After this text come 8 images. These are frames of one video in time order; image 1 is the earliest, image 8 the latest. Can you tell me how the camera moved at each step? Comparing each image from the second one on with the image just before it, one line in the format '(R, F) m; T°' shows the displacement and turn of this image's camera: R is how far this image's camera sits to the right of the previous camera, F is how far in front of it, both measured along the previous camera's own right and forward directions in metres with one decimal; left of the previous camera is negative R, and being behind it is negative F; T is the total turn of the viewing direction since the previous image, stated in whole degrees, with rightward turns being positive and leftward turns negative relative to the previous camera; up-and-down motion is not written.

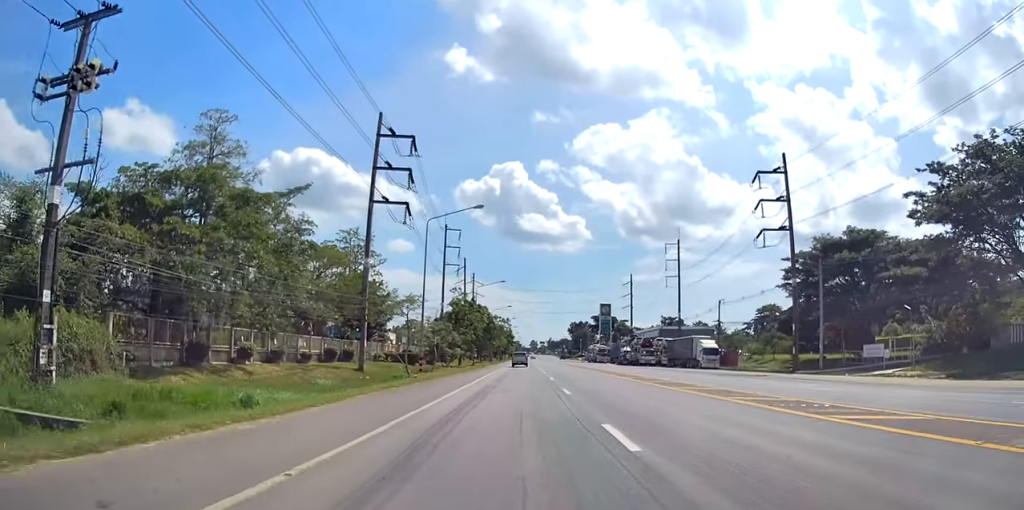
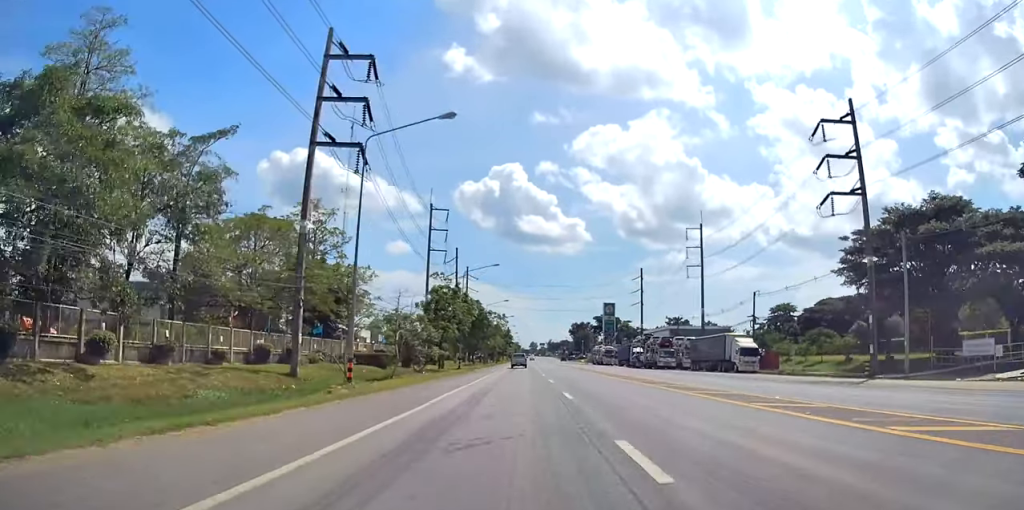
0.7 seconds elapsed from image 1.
(+0.3, +14.0) m; +1°
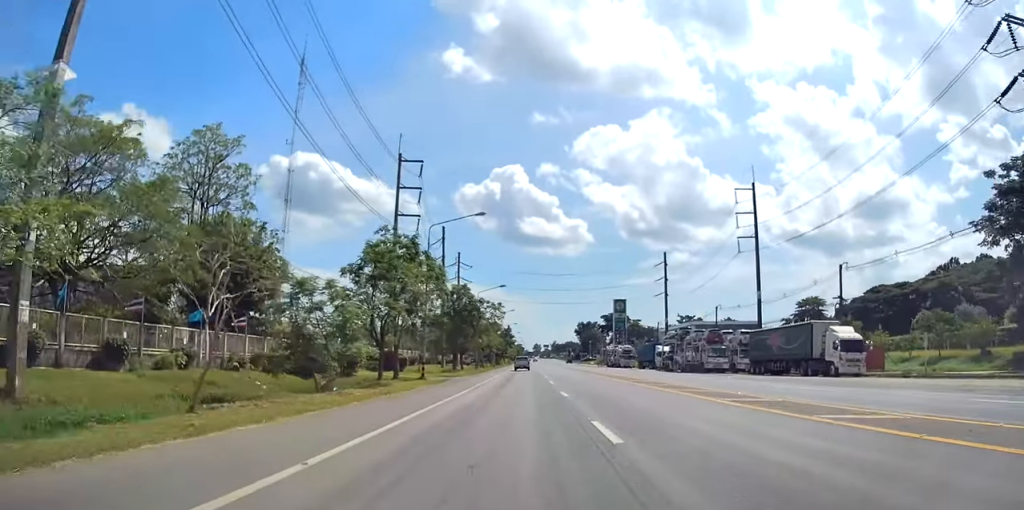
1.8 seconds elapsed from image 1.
(0.0, +21.1) m; 0°
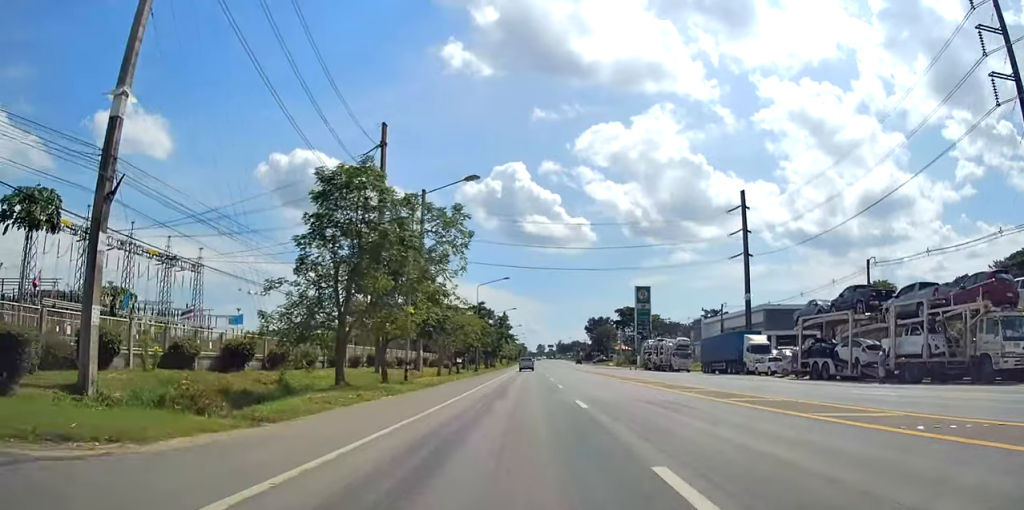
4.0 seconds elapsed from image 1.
(-0.8, +41.1) m; -1°
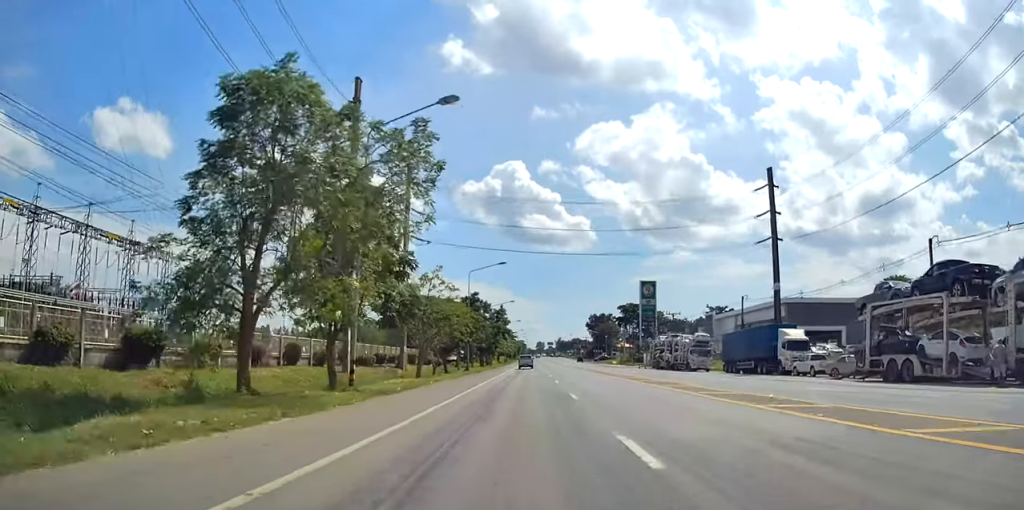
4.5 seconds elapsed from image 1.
(+0.2, +8.6) m; +1°
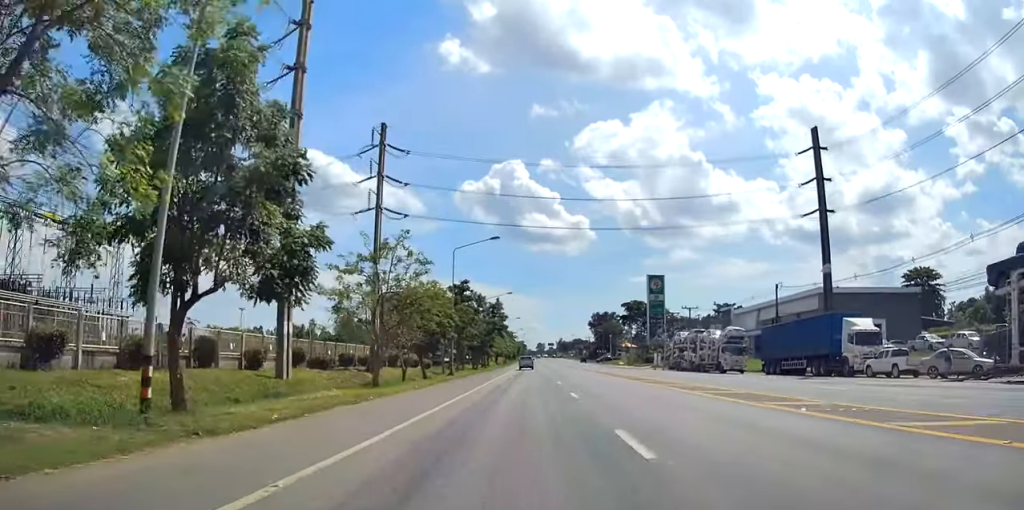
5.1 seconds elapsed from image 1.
(+0.1, +11.4) m; 0°
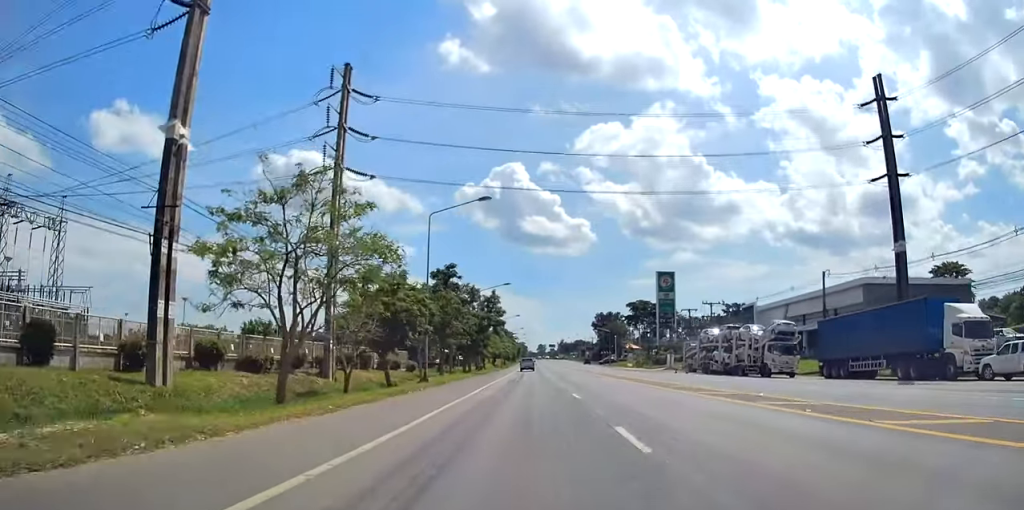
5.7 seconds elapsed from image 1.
(+0.1, +11.6) m; -1°
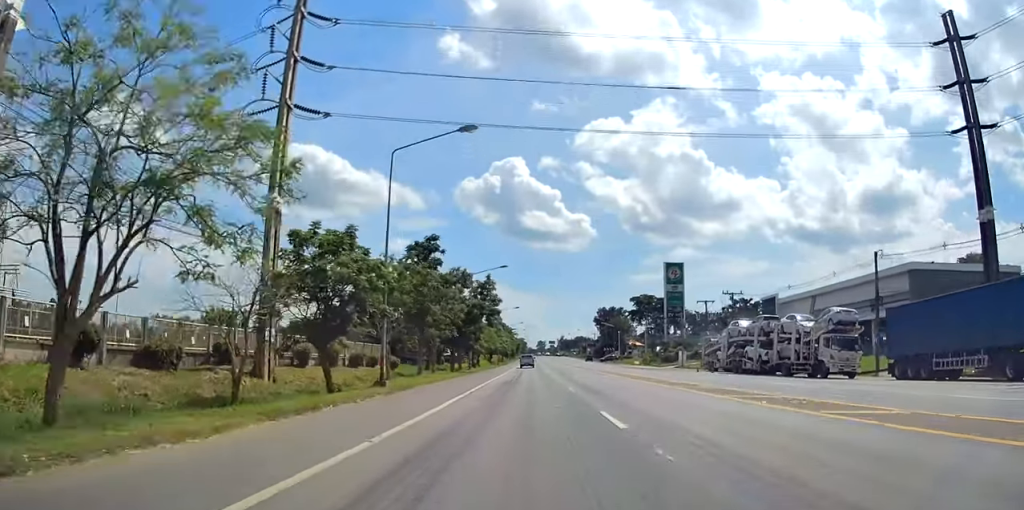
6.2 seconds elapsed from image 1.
(-0.1, +9.1) m; 0°
